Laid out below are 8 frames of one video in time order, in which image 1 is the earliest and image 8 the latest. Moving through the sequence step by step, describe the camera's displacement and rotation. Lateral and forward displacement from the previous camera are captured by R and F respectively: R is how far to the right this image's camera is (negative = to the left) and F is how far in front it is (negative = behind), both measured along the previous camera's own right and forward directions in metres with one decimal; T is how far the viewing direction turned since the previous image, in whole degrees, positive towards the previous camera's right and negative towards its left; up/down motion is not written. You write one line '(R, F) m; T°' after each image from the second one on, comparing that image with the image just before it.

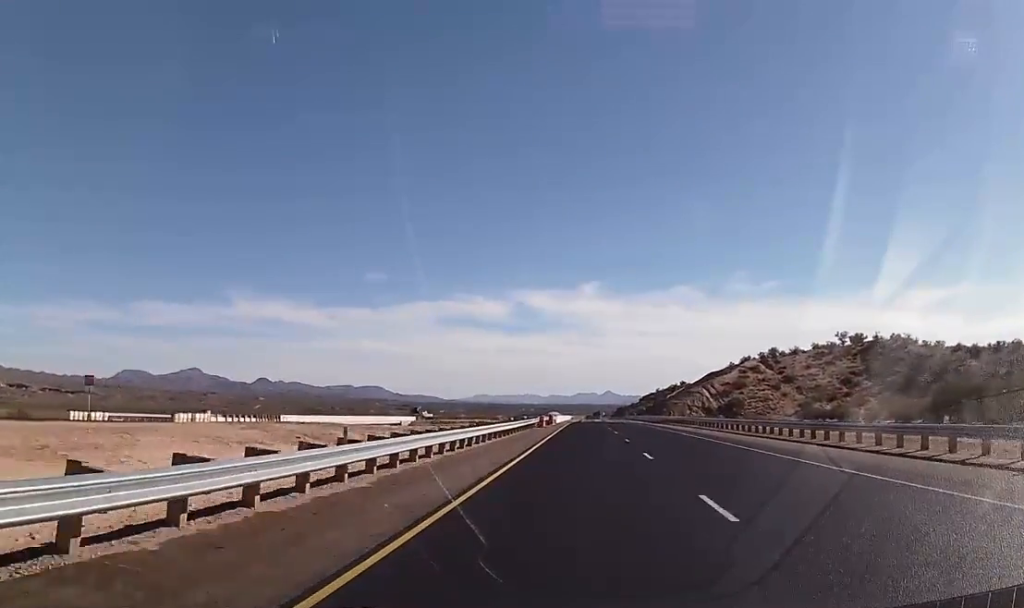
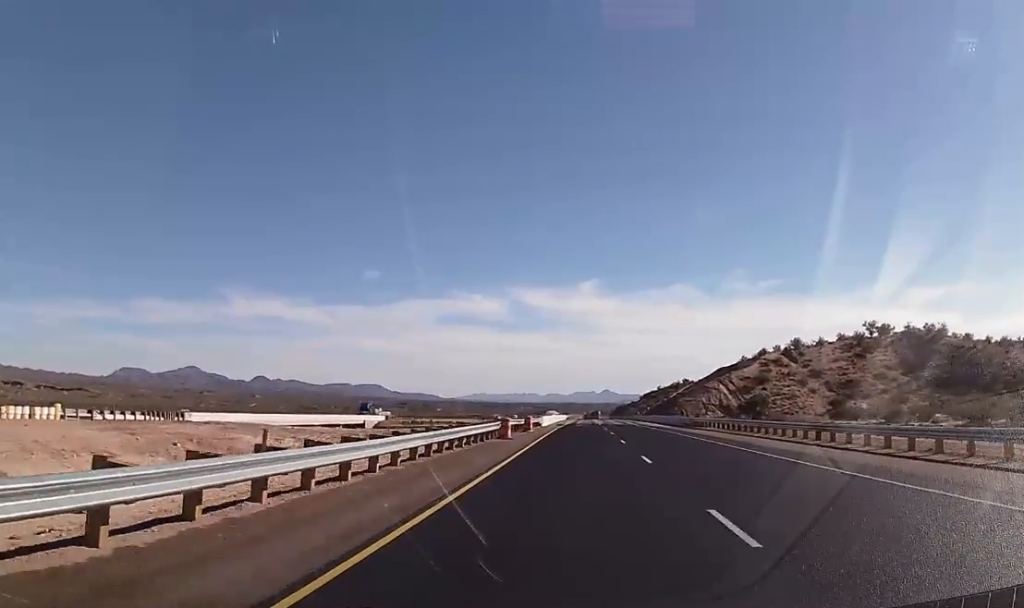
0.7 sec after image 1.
(+0.1, +26.1) m; 0°
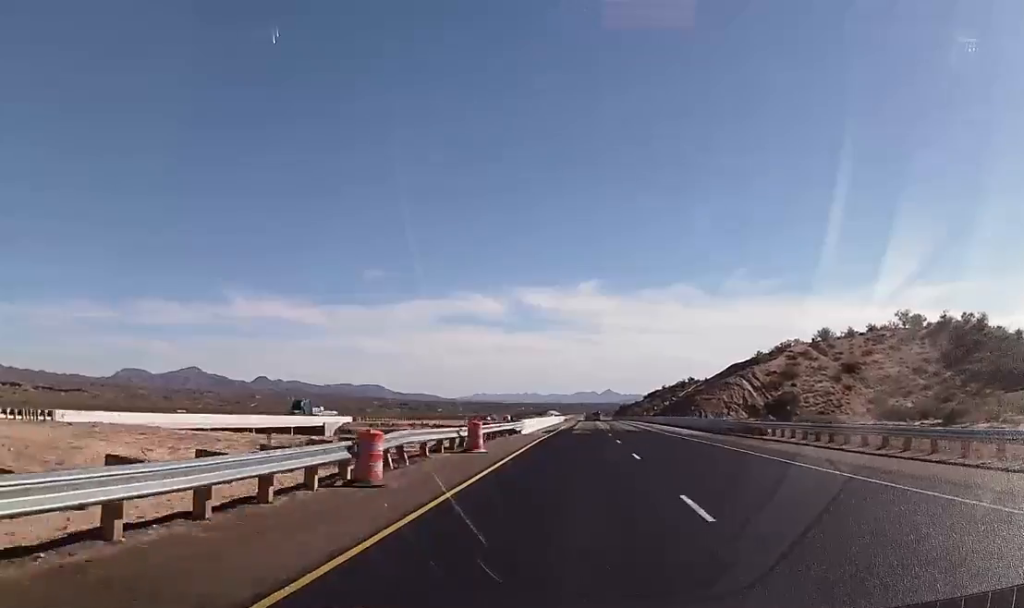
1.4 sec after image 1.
(+0.1, +22.6) m; 0°
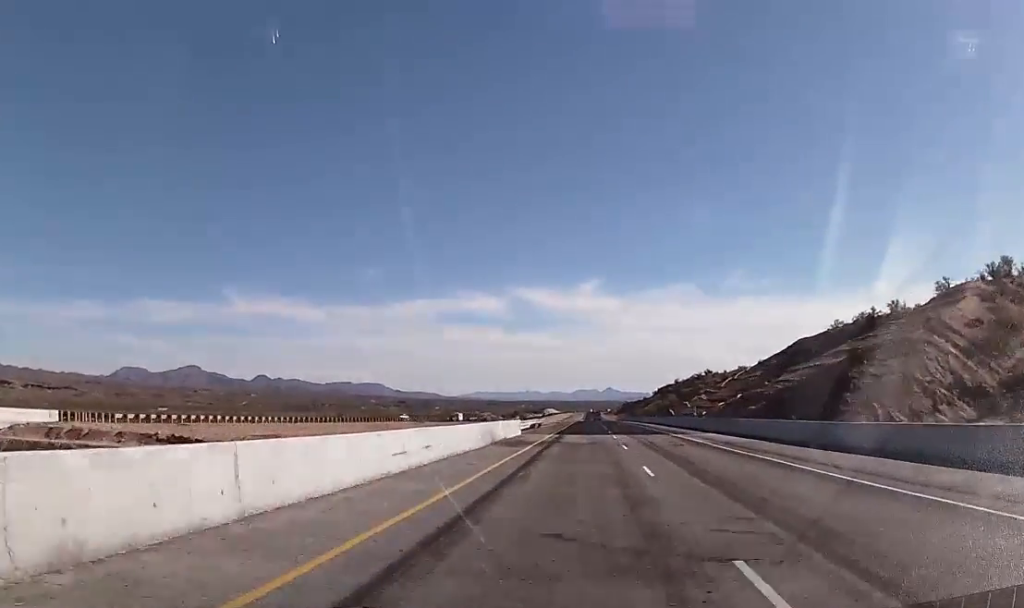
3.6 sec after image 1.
(-0.3, +78.4) m; 0°
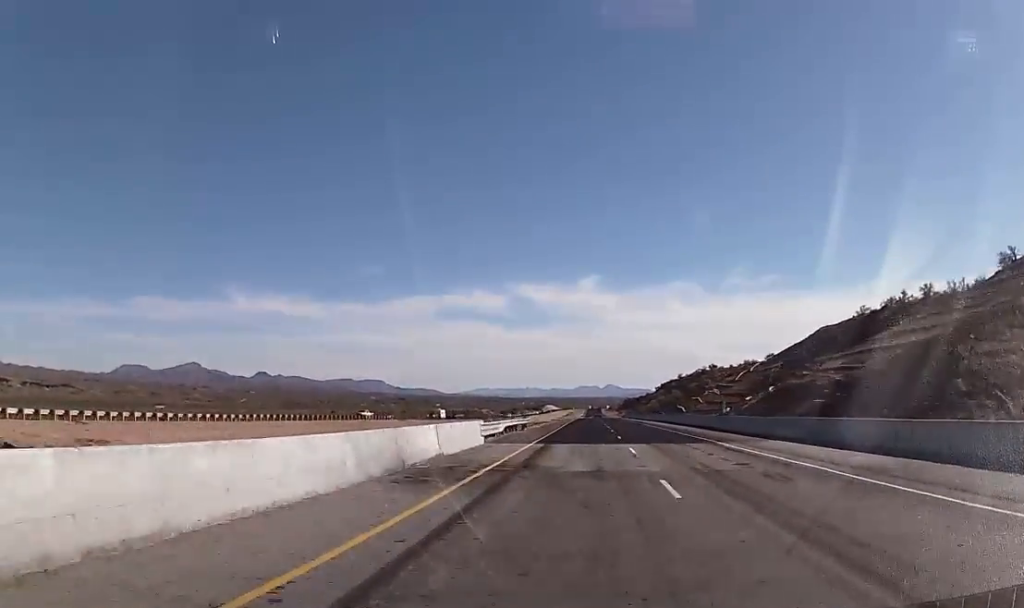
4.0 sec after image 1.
(+0.4, +16.6) m; 0°
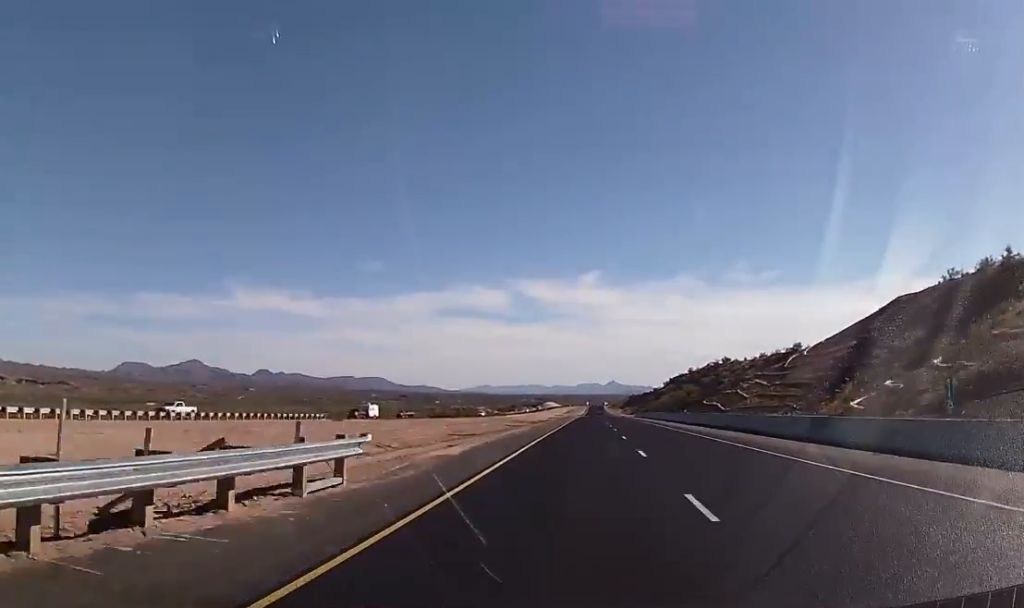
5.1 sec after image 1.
(-0.9, +39.2) m; -1°
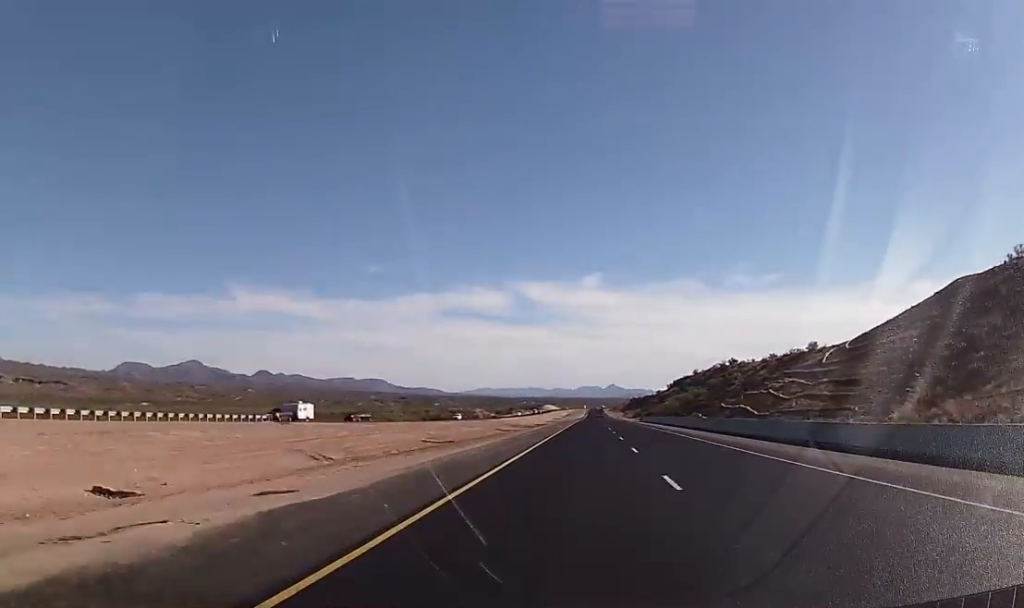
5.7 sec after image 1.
(+0.3, +20.2) m; +1°
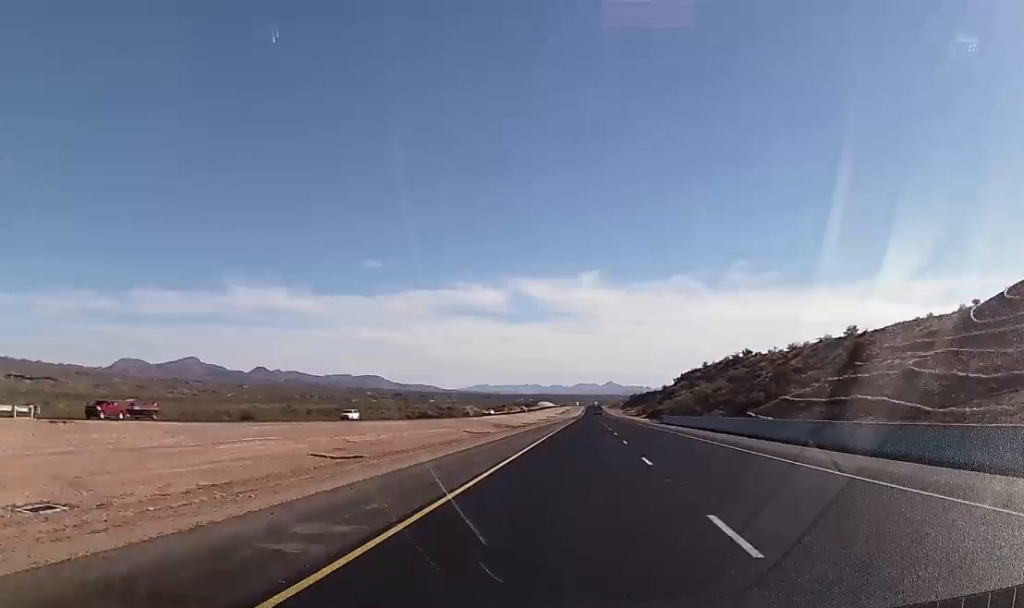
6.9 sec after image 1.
(+0.4, +42.9) m; 0°
